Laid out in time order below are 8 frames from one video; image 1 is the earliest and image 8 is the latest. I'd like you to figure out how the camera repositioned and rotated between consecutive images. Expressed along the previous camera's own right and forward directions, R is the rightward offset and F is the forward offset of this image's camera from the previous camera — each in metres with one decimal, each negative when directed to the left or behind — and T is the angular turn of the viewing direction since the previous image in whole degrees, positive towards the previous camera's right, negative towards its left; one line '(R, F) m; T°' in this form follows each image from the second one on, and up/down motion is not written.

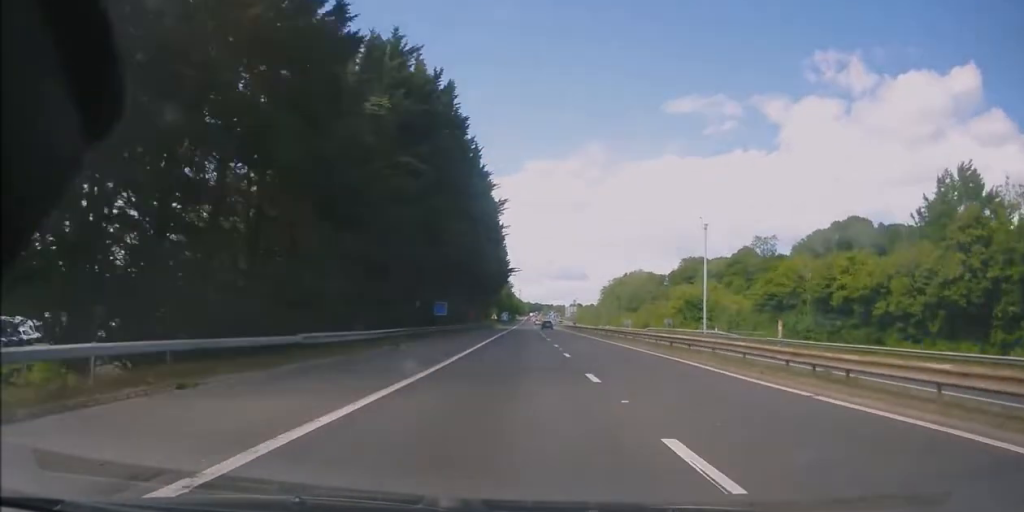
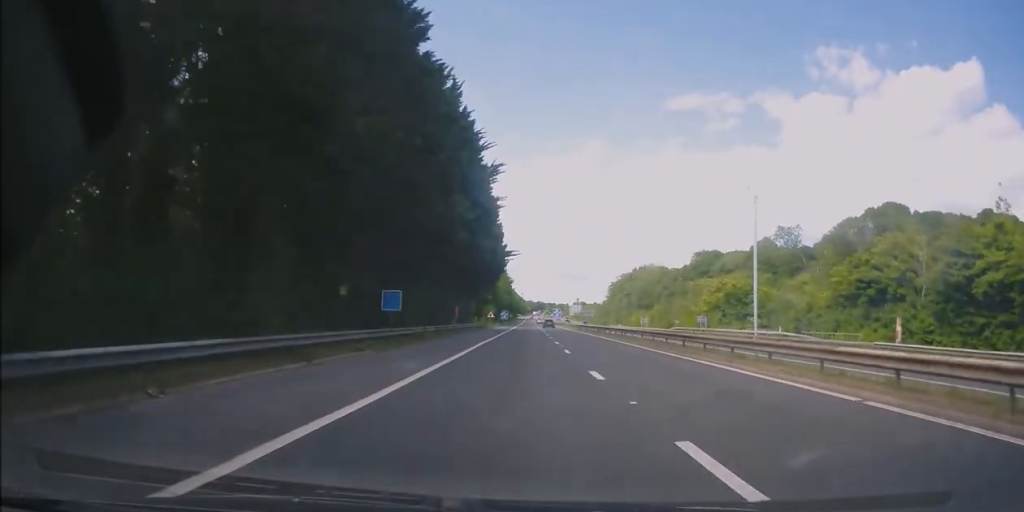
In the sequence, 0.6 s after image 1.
(0.0, +17.9) m; 0°
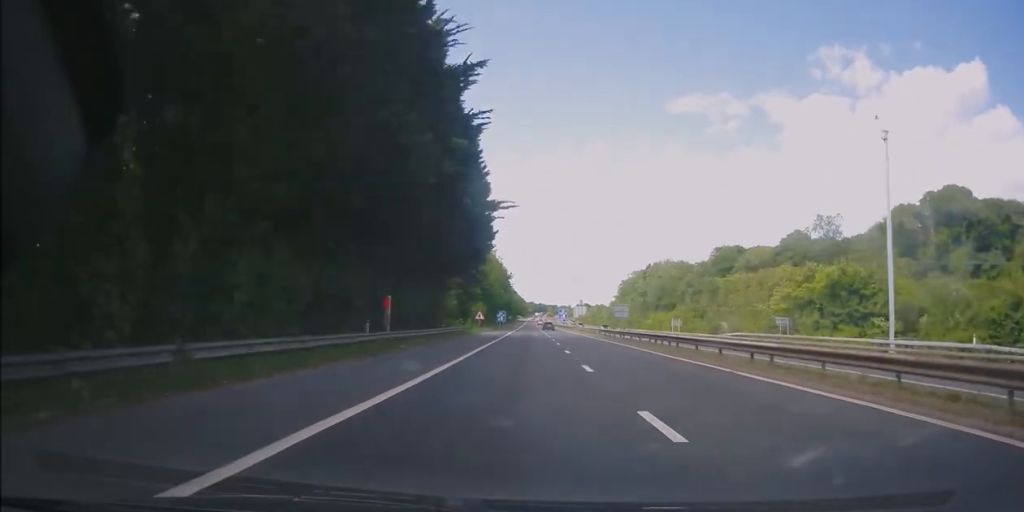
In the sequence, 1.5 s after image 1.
(-0.2, +25.5) m; -1°
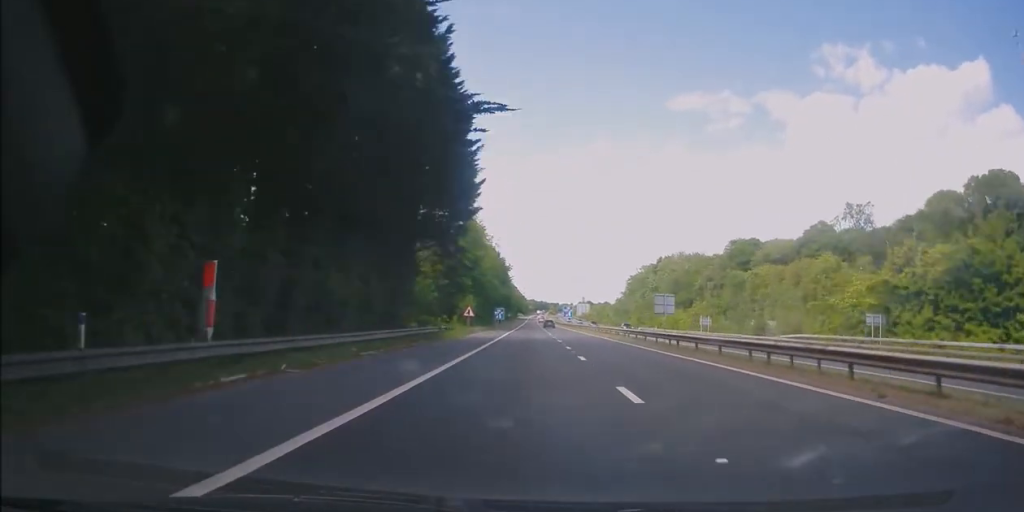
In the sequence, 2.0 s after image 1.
(-0.1, +15.6) m; -1°
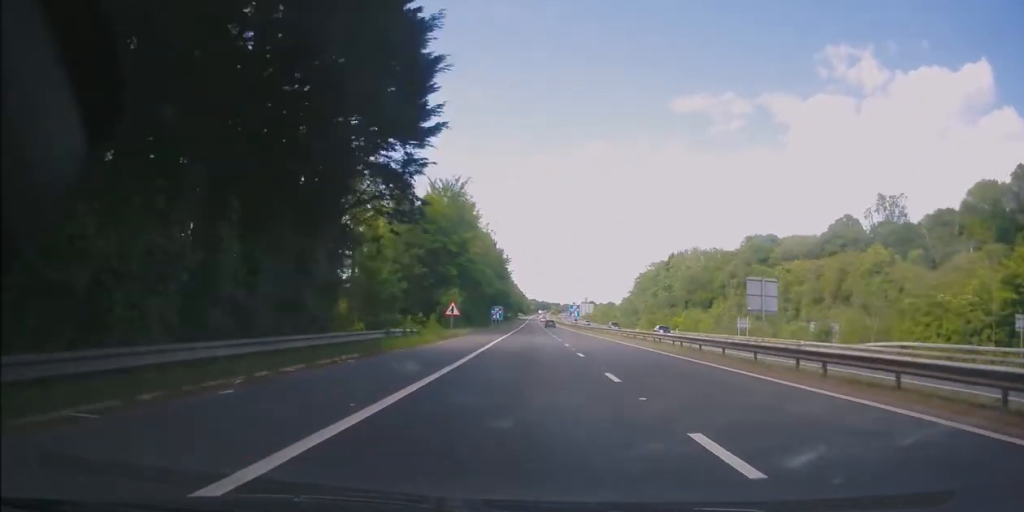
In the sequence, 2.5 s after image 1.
(-0.2, +14.6) m; 0°
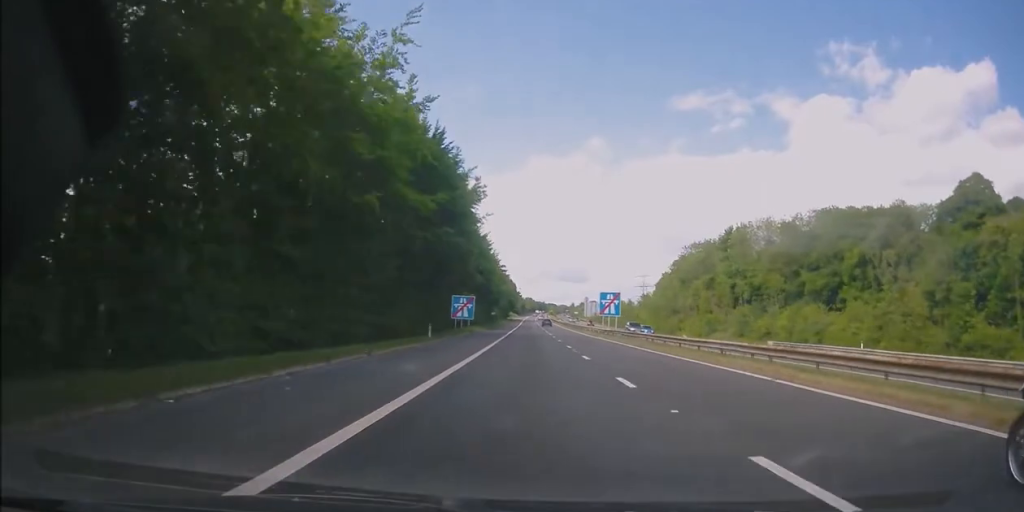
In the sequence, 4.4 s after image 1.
(+0.9, +55.6) m; +1°
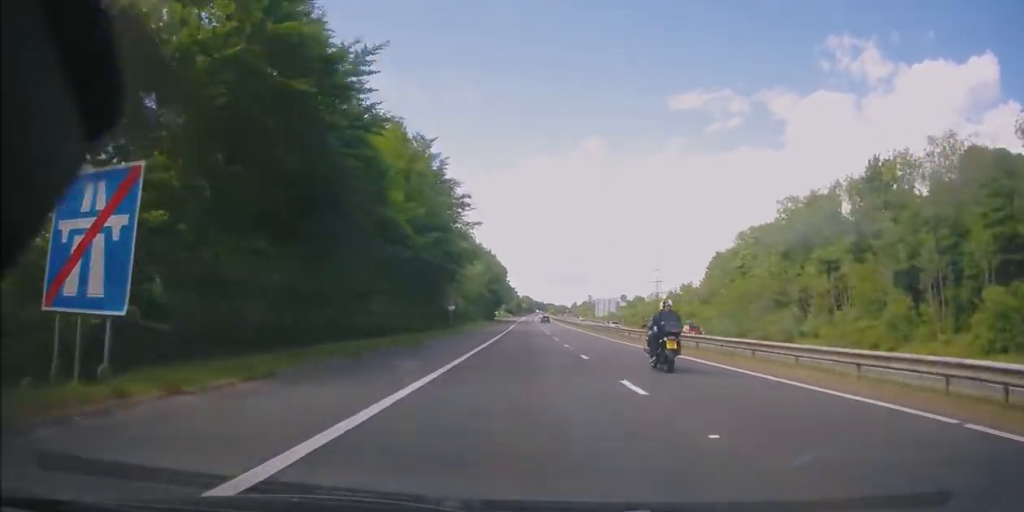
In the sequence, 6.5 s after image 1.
(+0.1, +56.7) m; +1°
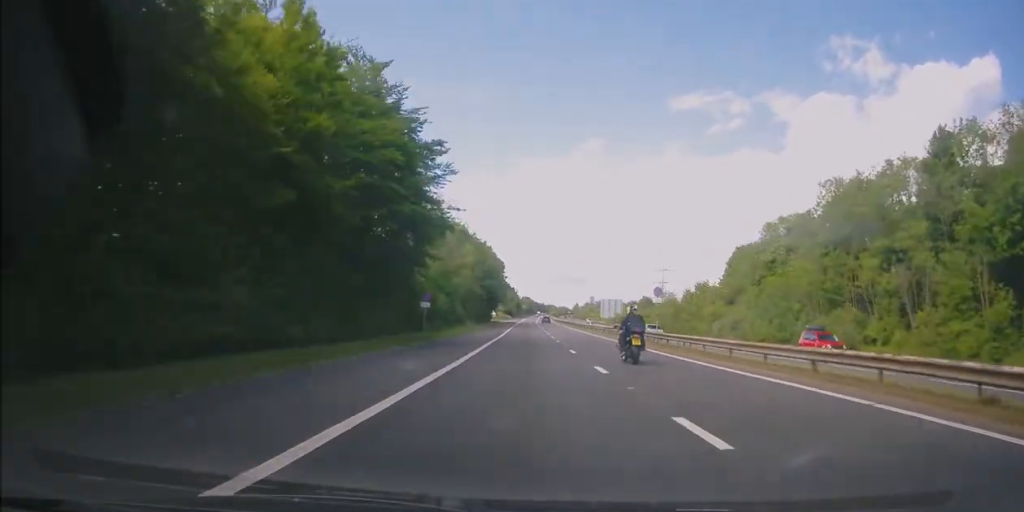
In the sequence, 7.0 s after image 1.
(+0.1, +13.8) m; 0°
